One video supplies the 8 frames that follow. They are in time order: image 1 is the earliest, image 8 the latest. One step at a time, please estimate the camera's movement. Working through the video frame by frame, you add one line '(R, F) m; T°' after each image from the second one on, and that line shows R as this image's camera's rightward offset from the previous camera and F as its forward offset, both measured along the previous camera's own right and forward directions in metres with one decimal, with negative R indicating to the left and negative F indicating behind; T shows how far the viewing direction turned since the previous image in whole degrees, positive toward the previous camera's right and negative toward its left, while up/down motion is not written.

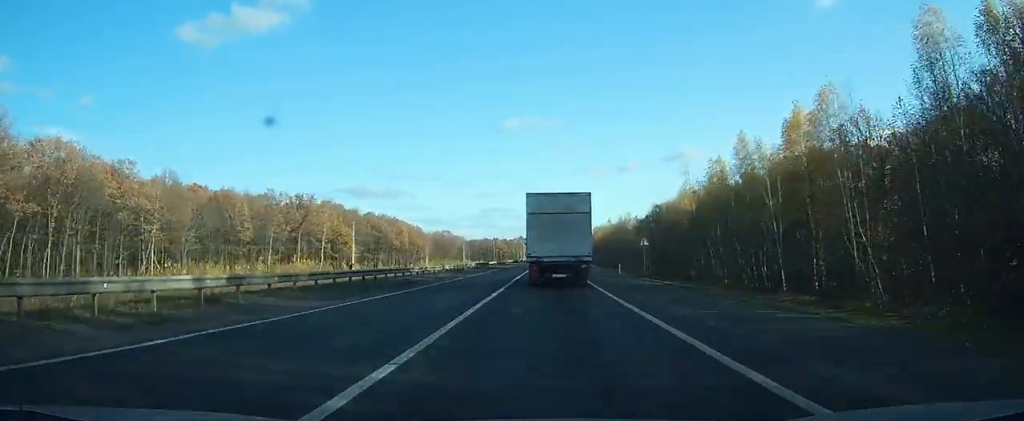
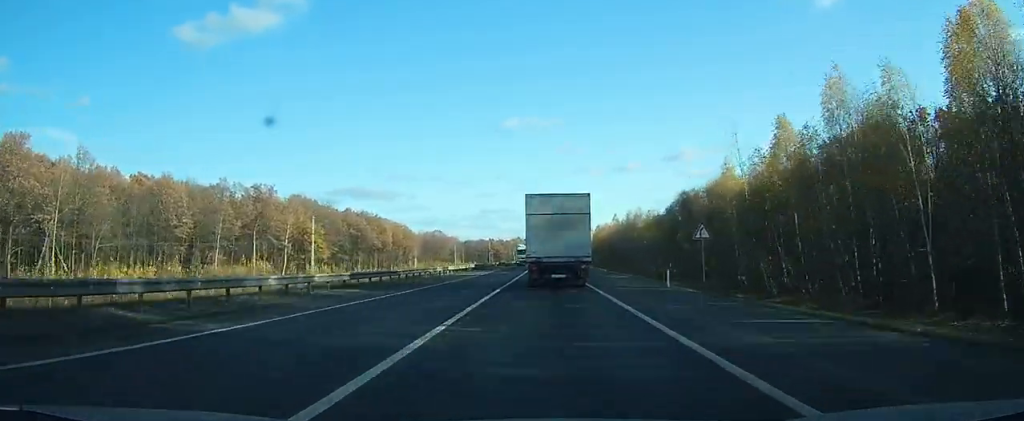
(+0.1, +22.2) m; +3°
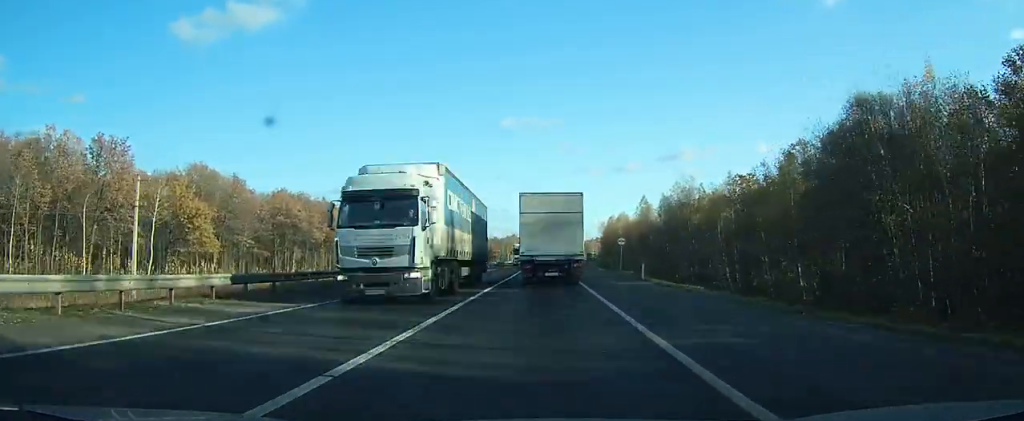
(+3.0, +49.3) m; +3°
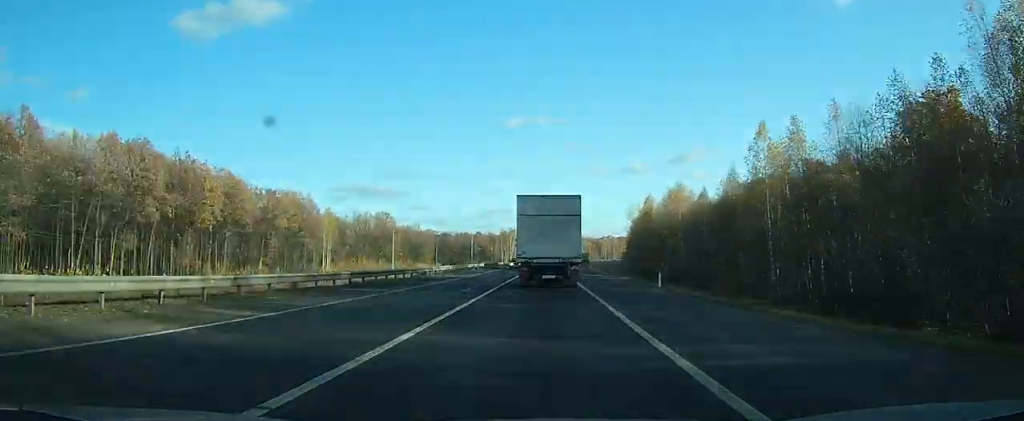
(-7.6, +52.3) m; -15°
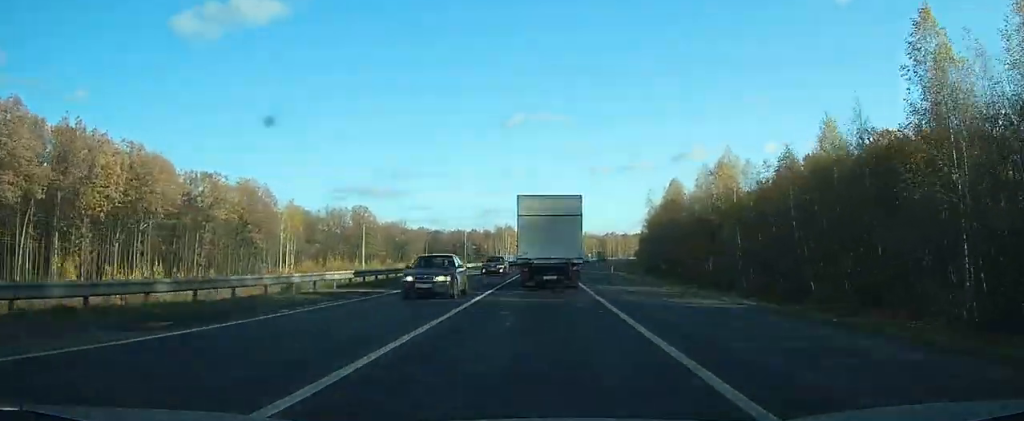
(-0.7, +22.8) m; +1°
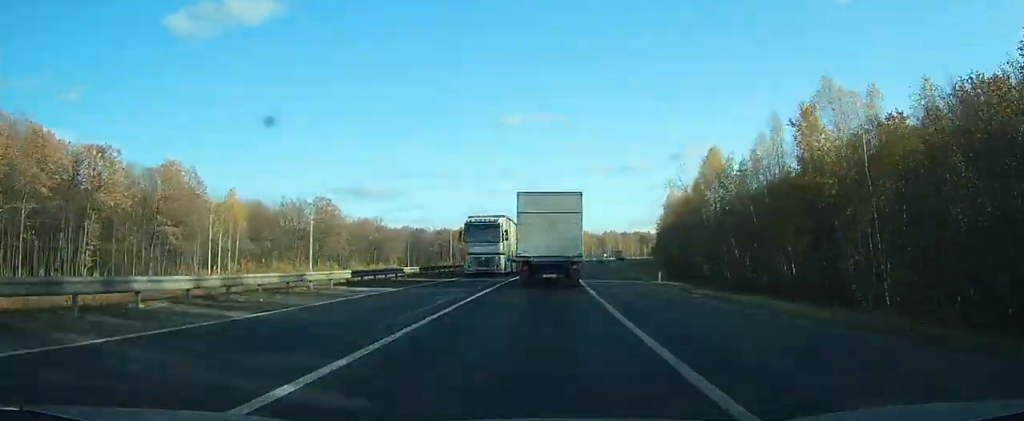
(+3.7, +27.2) m; +7°
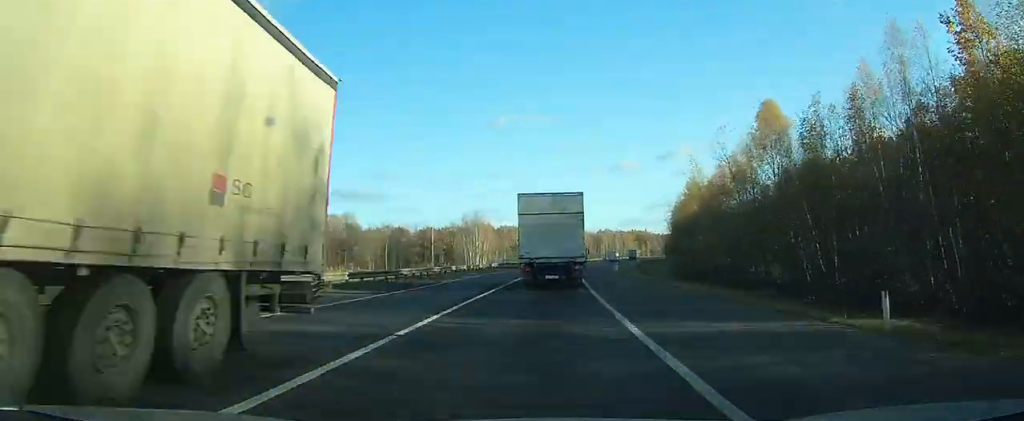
(+0.7, +22.5) m; +2°
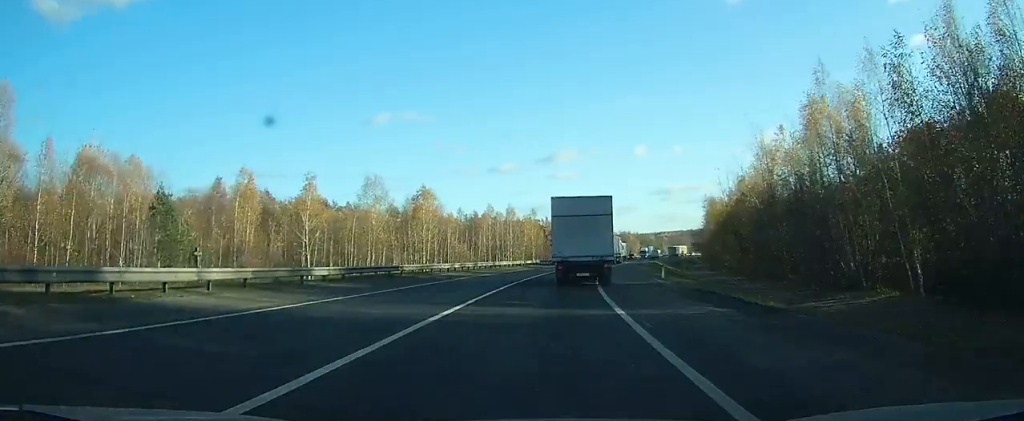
(+14.4, +140.8) m; +17°
